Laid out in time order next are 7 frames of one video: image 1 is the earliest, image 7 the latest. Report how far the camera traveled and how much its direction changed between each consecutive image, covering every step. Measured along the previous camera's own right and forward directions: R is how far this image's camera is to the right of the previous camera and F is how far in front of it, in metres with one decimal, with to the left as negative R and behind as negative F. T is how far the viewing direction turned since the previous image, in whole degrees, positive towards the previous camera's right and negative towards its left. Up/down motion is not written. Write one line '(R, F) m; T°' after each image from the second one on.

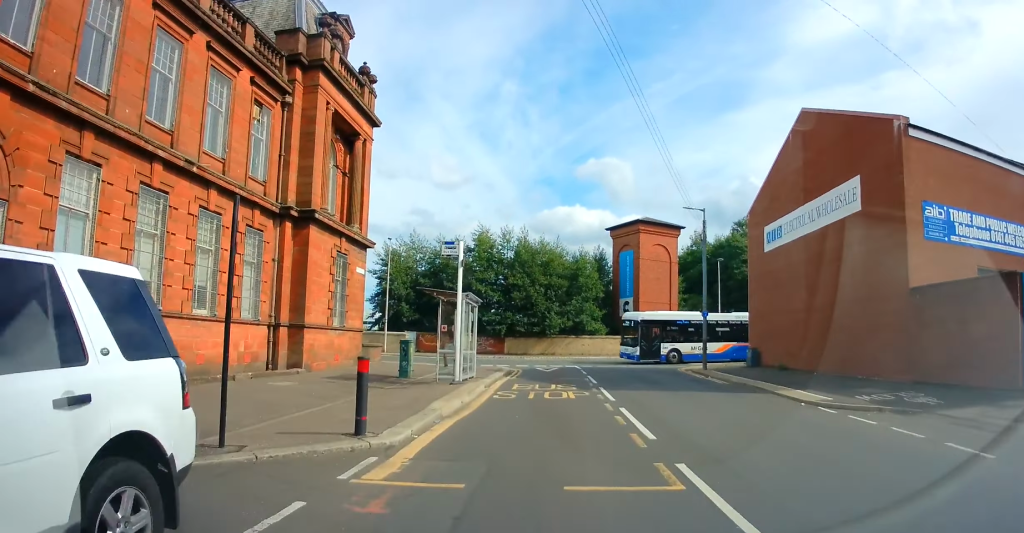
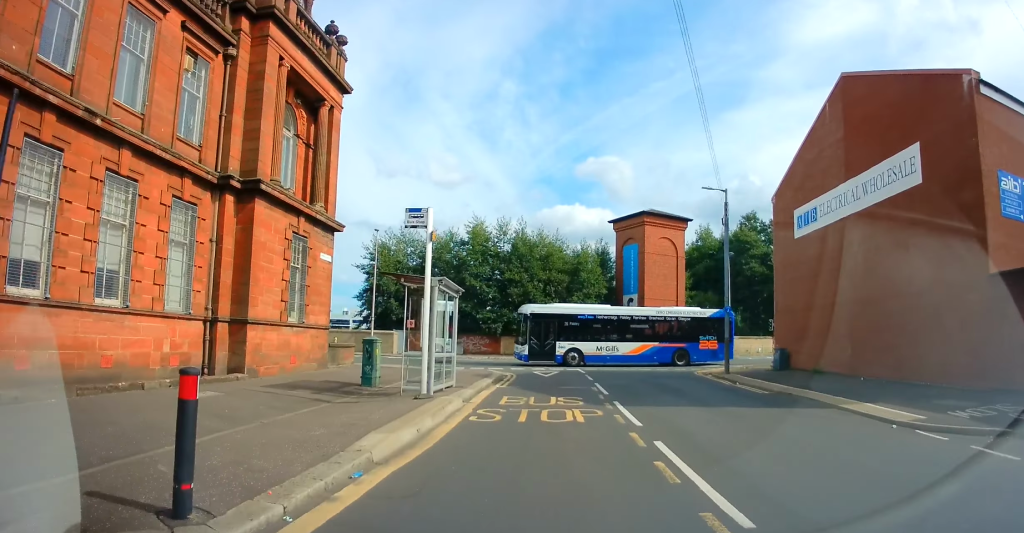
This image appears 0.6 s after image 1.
(+0.2, +3.8) m; +2°
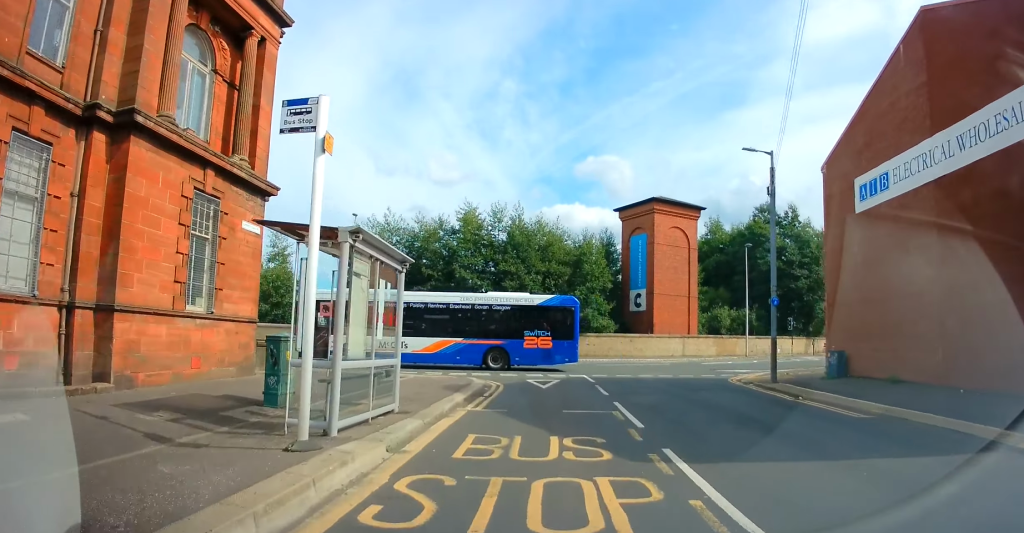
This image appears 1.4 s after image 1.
(0.0, +5.4) m; 0°
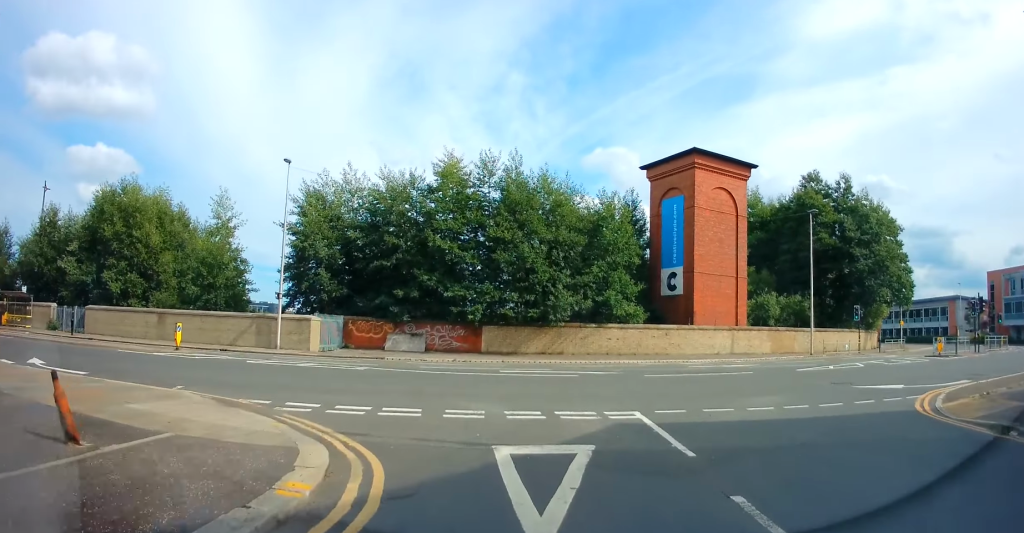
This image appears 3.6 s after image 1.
(+0.2, +13.6) m; -2°
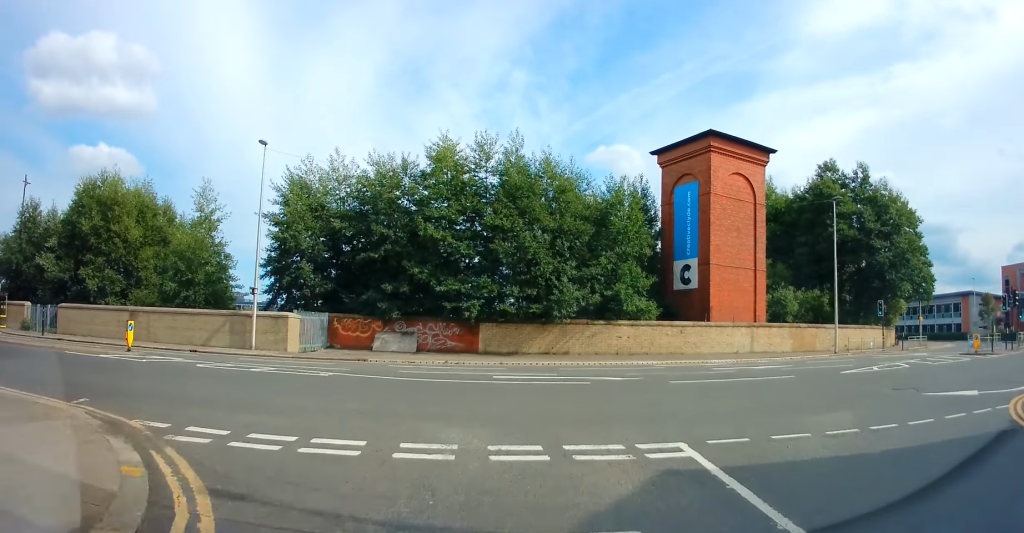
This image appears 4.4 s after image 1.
(-0.3, +4.1) m; -1°
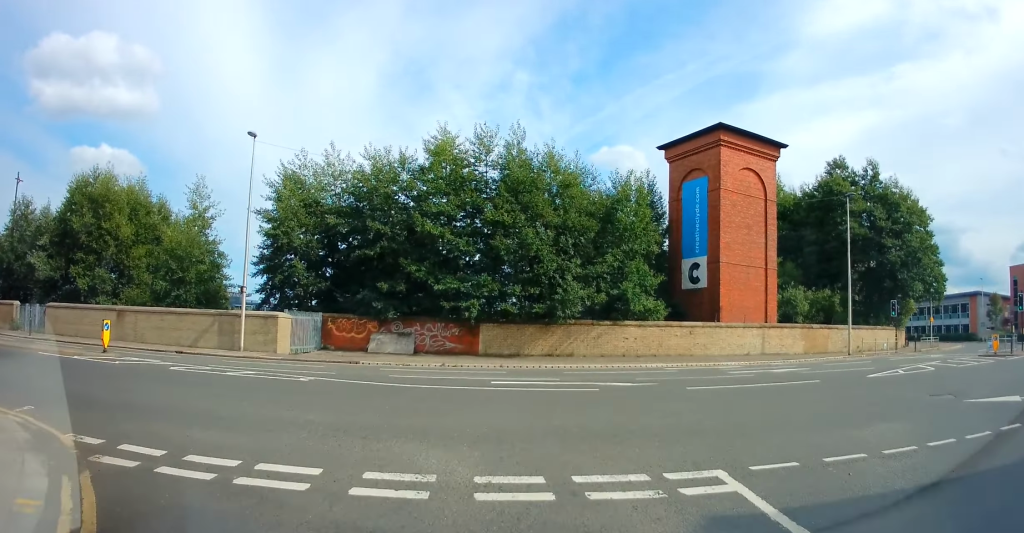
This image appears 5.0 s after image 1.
(+0.2, +1.8) m; 0°
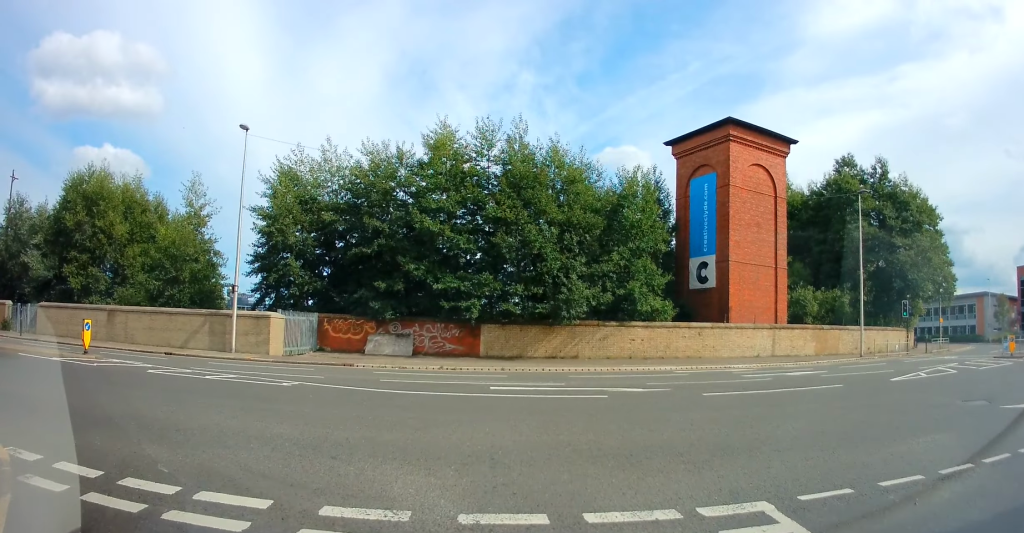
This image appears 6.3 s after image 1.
(-0.1, +2.4) m; 0°
